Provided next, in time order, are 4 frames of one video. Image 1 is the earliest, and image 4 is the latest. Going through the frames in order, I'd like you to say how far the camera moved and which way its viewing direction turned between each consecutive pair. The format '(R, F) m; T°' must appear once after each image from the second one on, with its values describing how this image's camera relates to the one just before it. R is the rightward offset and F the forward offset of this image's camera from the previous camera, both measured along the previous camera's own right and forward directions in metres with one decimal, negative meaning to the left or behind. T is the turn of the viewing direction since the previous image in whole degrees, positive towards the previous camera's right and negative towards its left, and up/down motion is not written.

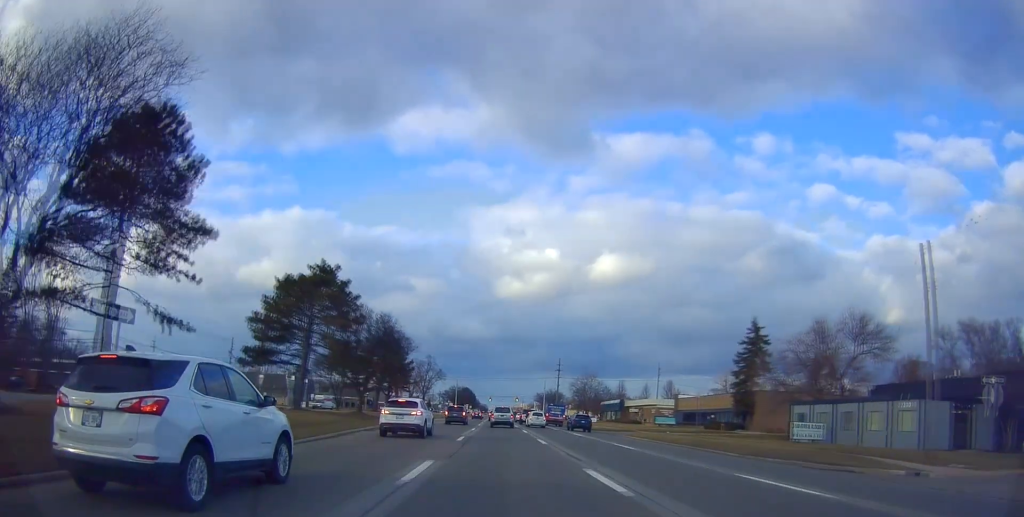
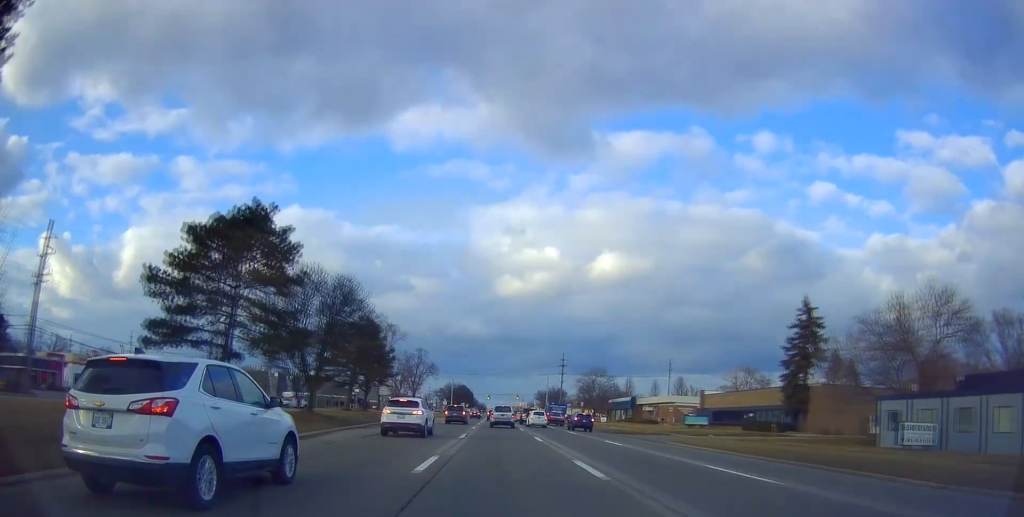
(-0.1, +13.0) m; 0°
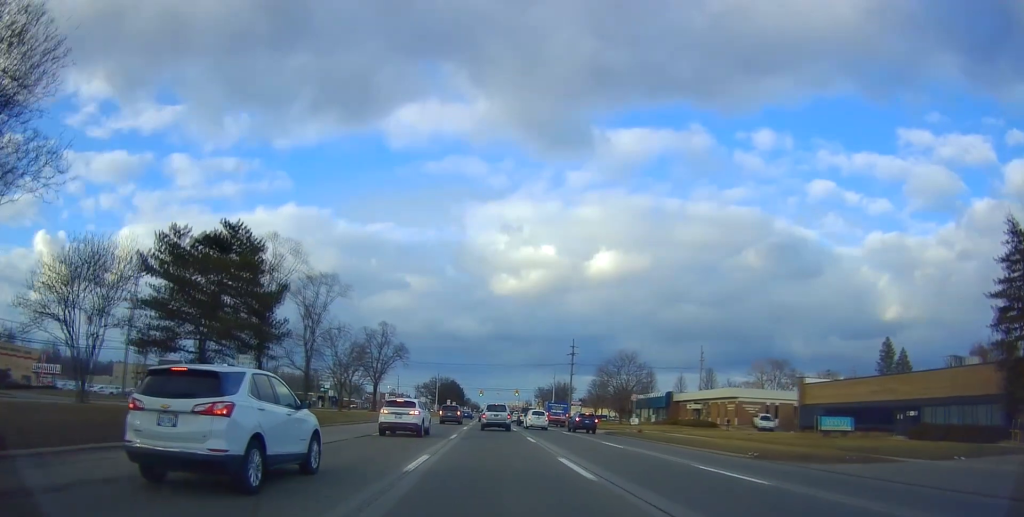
(+0.5, +30.9) m; 0°
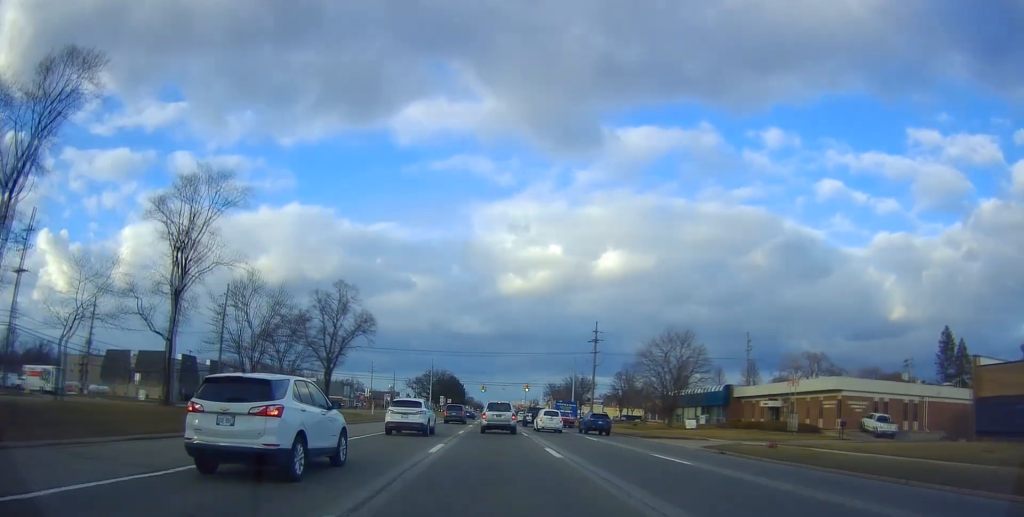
(-1.2, +24.9) m; -2°
